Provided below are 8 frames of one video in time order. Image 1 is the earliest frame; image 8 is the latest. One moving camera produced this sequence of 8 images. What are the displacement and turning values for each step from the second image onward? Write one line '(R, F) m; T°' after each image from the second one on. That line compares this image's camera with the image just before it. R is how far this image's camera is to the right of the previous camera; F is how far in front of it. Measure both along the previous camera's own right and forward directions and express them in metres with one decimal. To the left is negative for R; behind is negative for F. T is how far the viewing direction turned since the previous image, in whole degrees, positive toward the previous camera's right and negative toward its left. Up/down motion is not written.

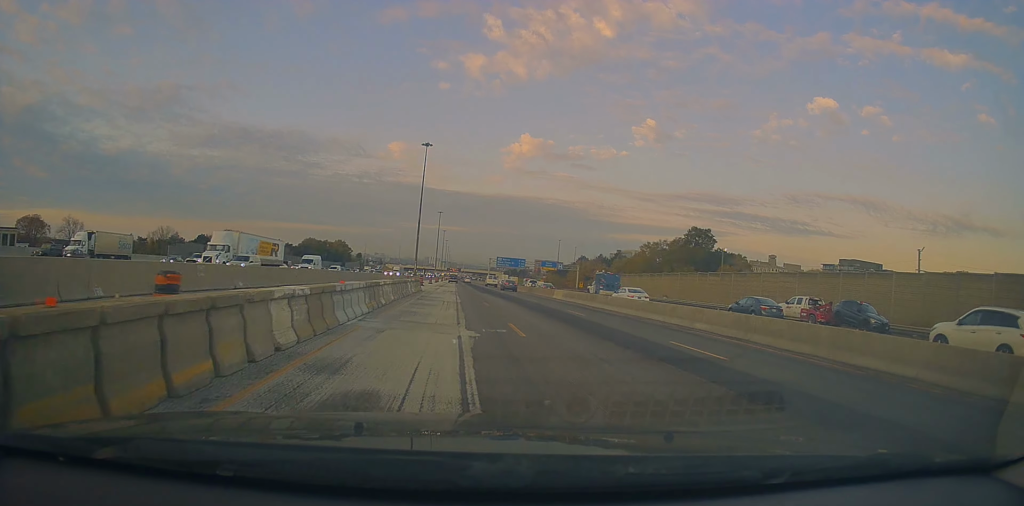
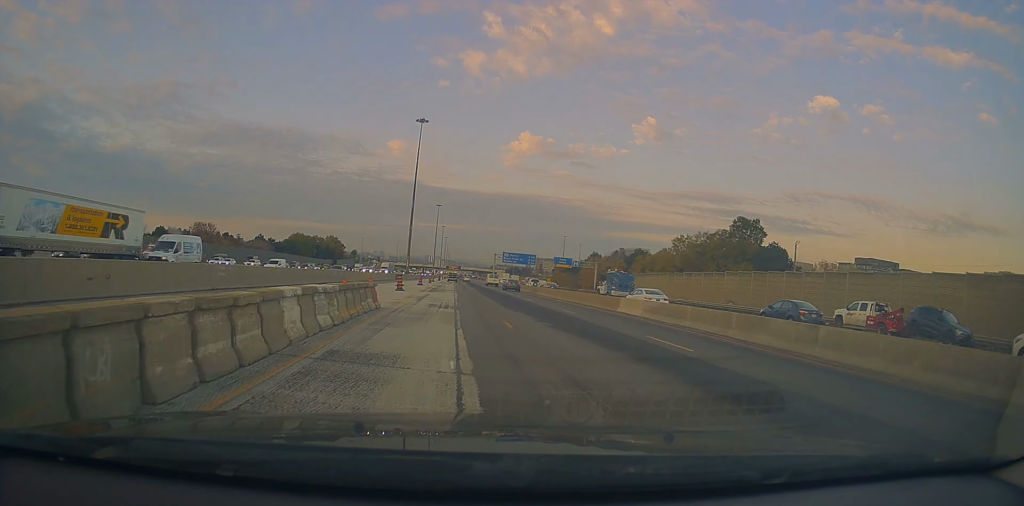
(+0.4, +22.5) m; +1°
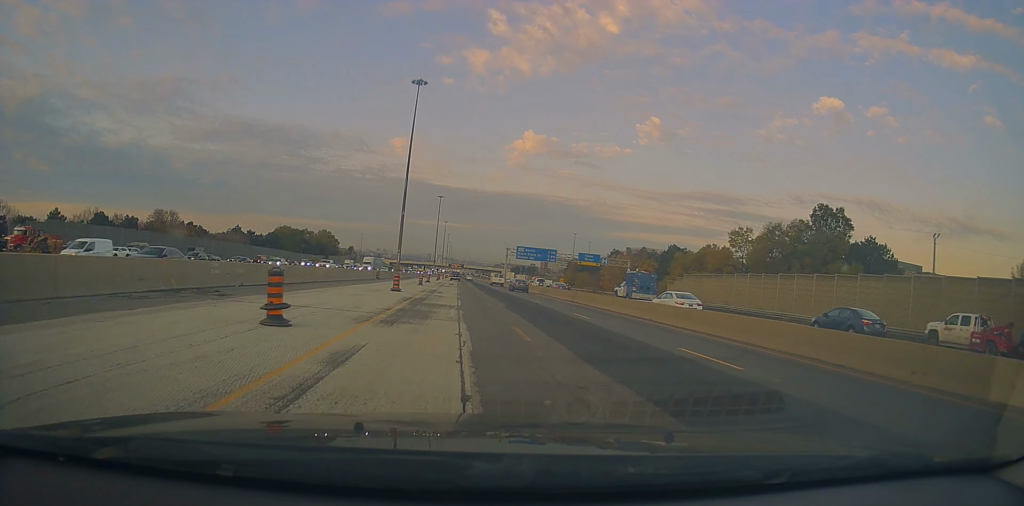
(+0.2, +26.0) m; 0°
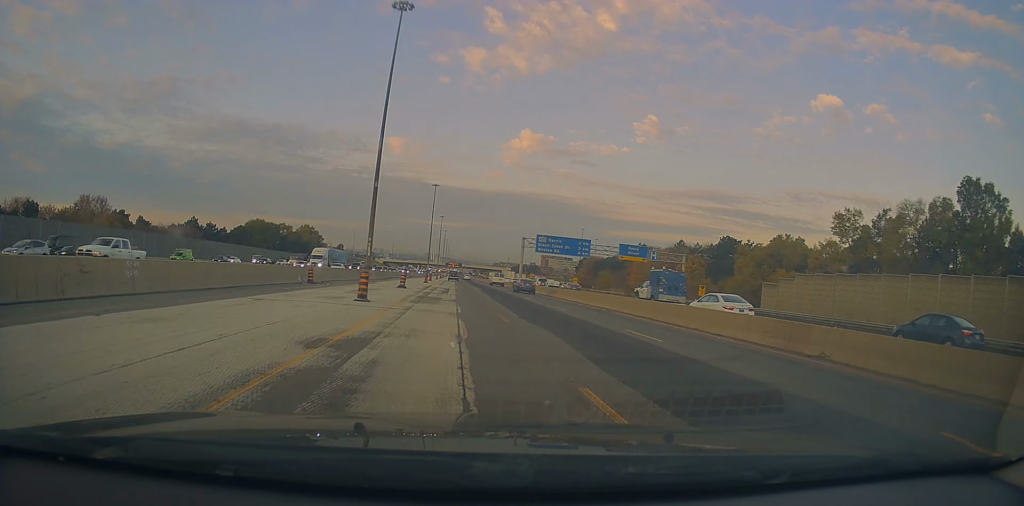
(-0.1, +31.8) m; 0°
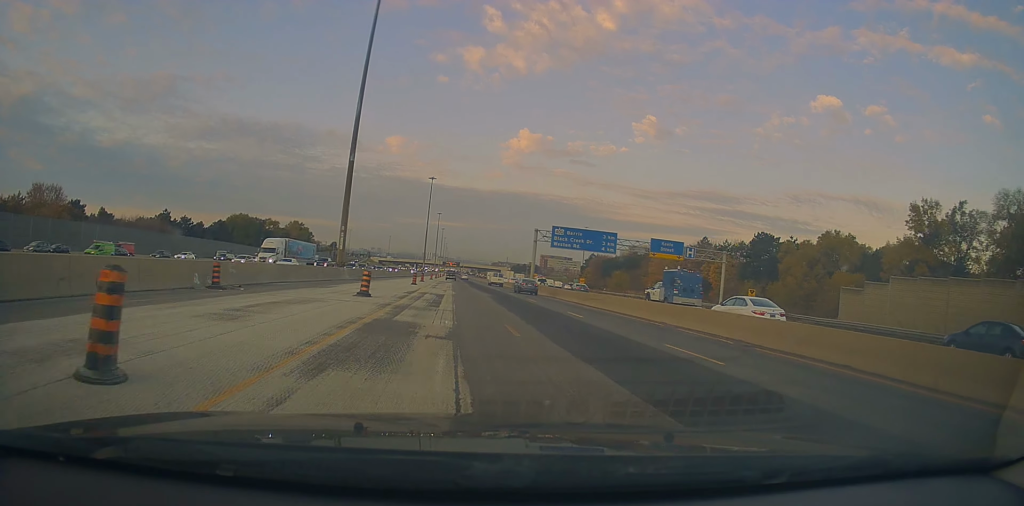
(-0.3, +15.4) m; 0°
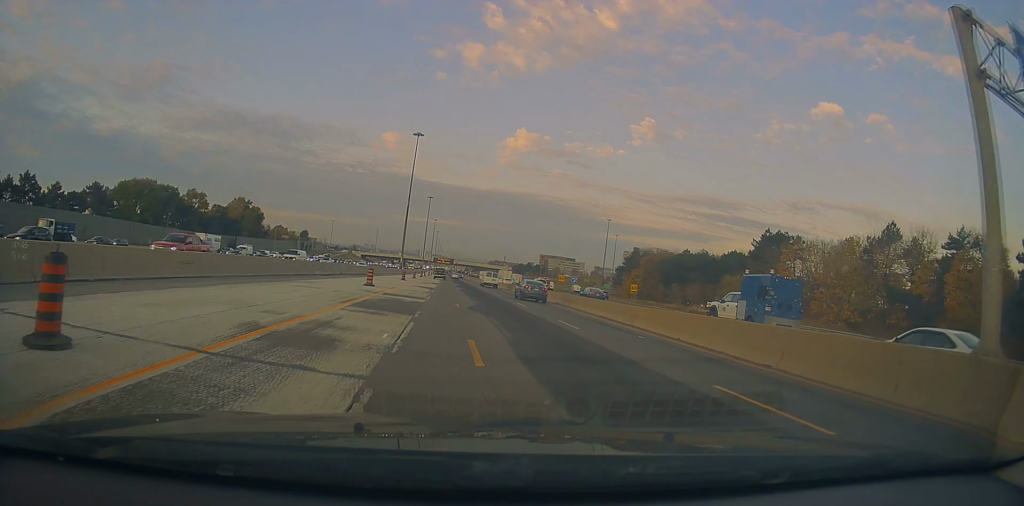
(+1.1, +63.9) m; +1°
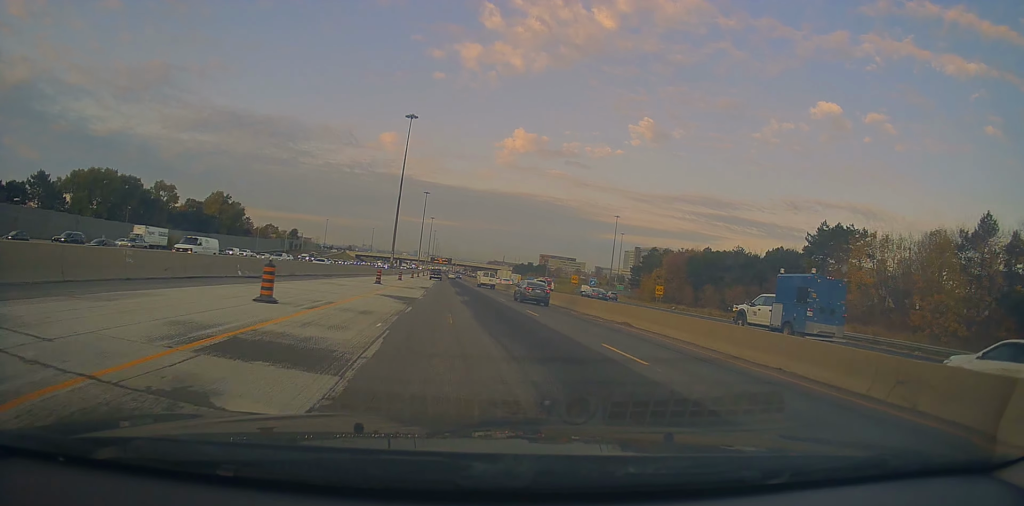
(0.0, +18.1) m; 0°
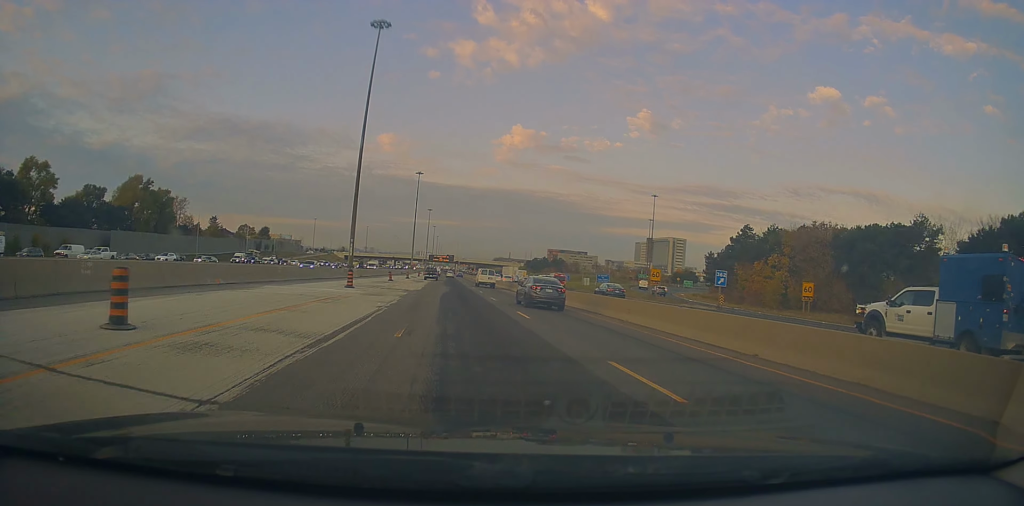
(-0.7, +51.7) m; -1°
